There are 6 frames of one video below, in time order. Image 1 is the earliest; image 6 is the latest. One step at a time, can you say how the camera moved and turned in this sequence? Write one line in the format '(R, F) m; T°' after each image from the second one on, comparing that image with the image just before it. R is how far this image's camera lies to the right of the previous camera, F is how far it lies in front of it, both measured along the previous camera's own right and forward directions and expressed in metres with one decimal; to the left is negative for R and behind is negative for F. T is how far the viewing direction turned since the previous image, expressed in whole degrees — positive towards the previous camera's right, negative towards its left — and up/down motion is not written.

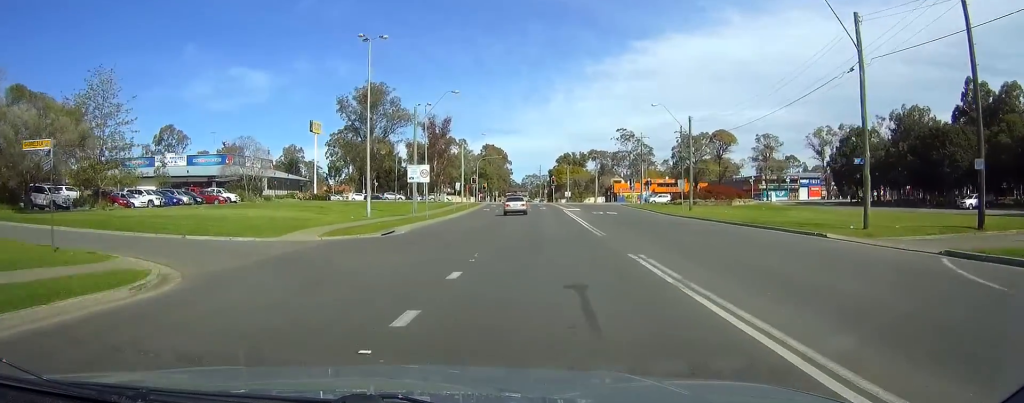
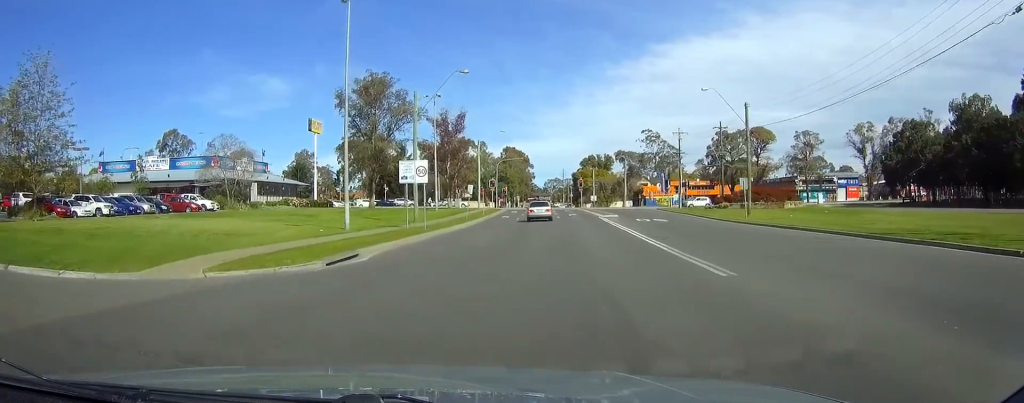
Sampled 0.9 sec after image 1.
(-0.2, +12.1) m; -2°
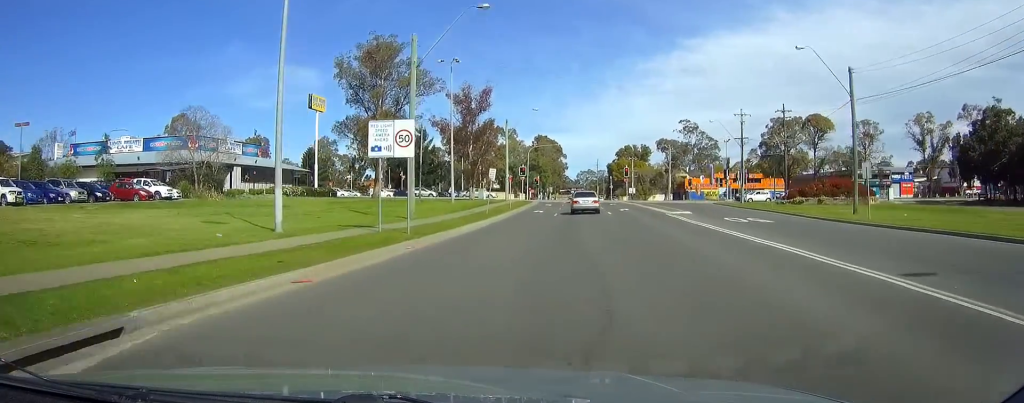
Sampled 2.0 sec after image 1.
(-0.3, +14.6) m; -2°
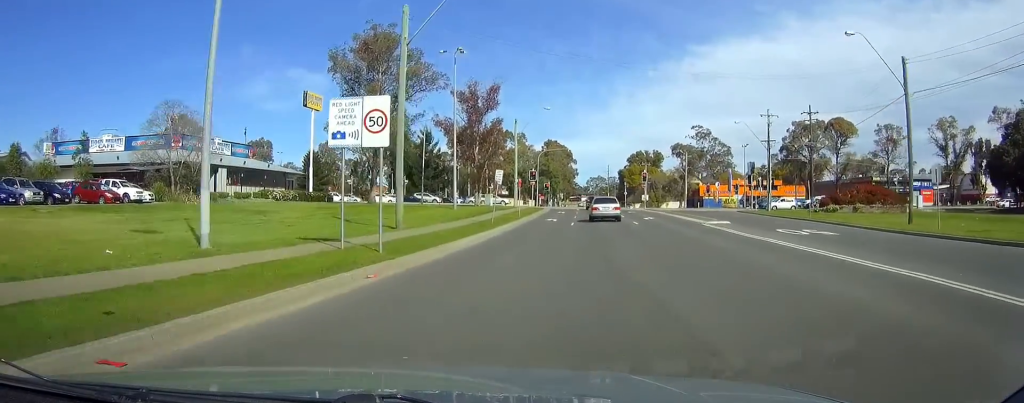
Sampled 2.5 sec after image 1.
(-0.1, +6.3) m; -1°
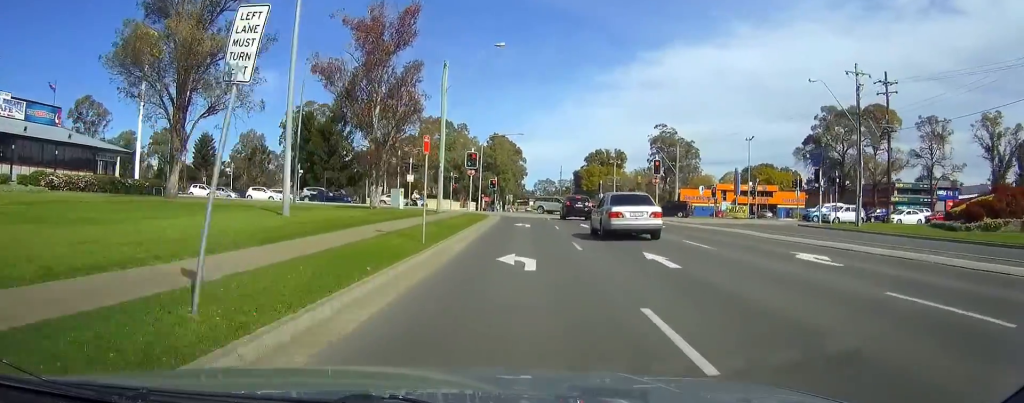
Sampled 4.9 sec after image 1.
(+1.1, +29.8) m; +4°
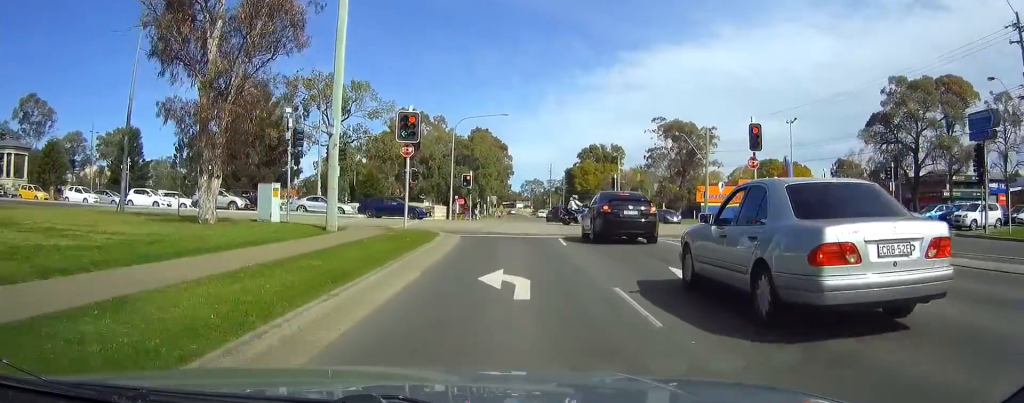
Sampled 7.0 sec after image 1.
(+0.1, +21.6) m; 0°
